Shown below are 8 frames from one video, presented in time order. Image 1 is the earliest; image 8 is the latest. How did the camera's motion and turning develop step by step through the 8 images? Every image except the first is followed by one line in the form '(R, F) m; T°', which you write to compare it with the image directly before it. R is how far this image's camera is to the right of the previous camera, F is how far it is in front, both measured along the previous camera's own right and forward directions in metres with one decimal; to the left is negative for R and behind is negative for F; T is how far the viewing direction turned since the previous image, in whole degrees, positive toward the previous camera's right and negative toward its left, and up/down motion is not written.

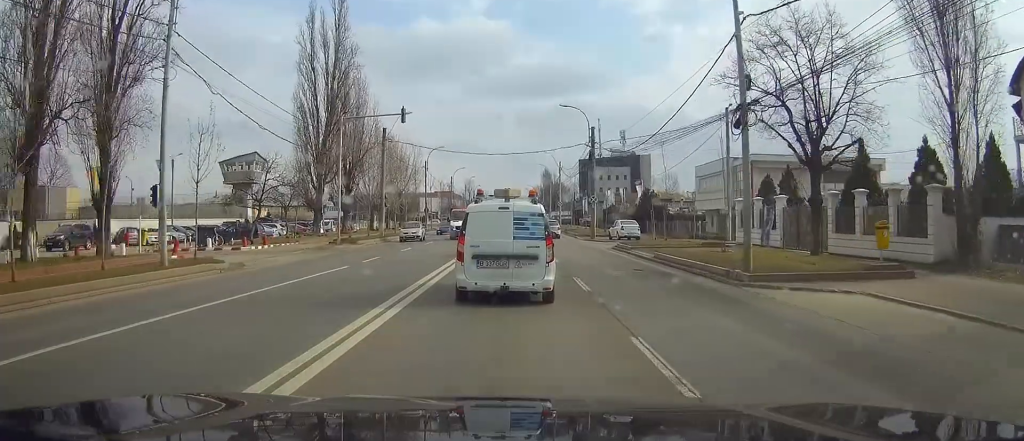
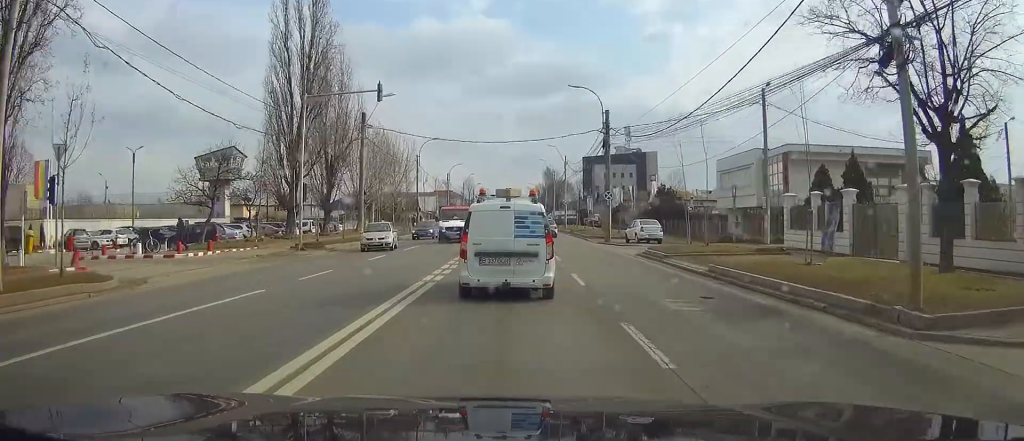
(+0.1, +8.0) m; 0°
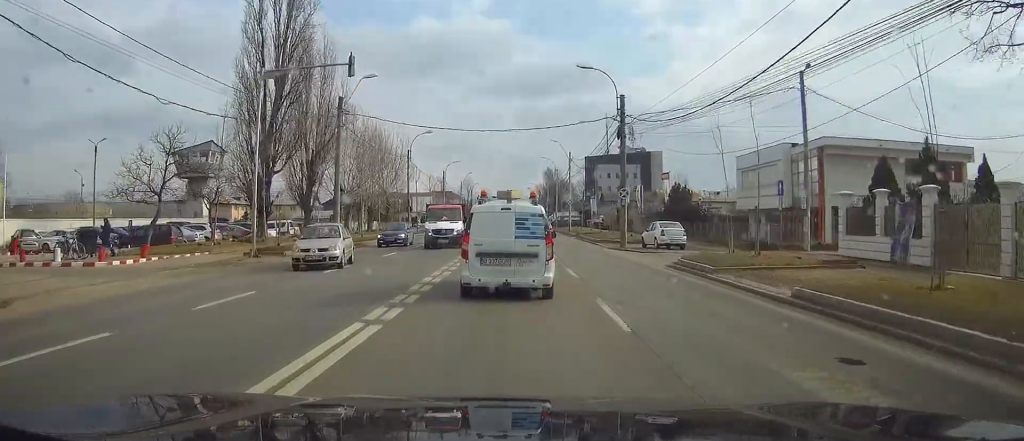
(0.0, +6.5) m; 0°
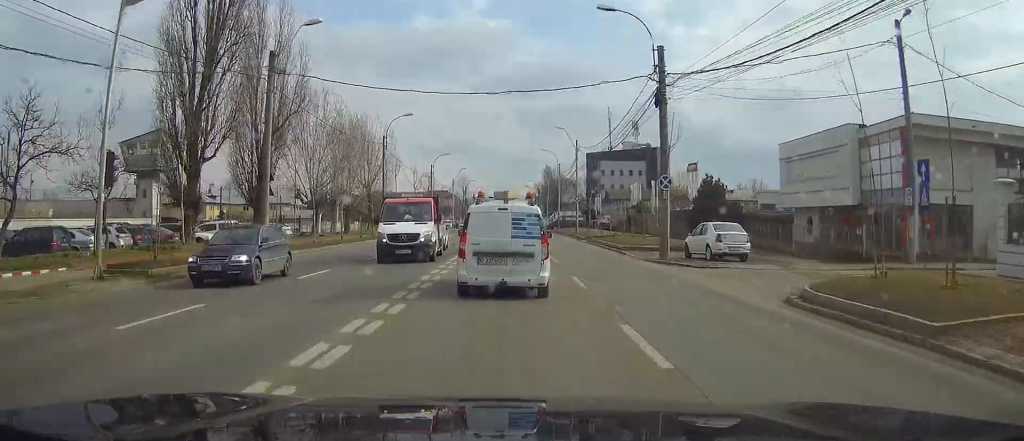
(0.0, +11.6) m; 0°
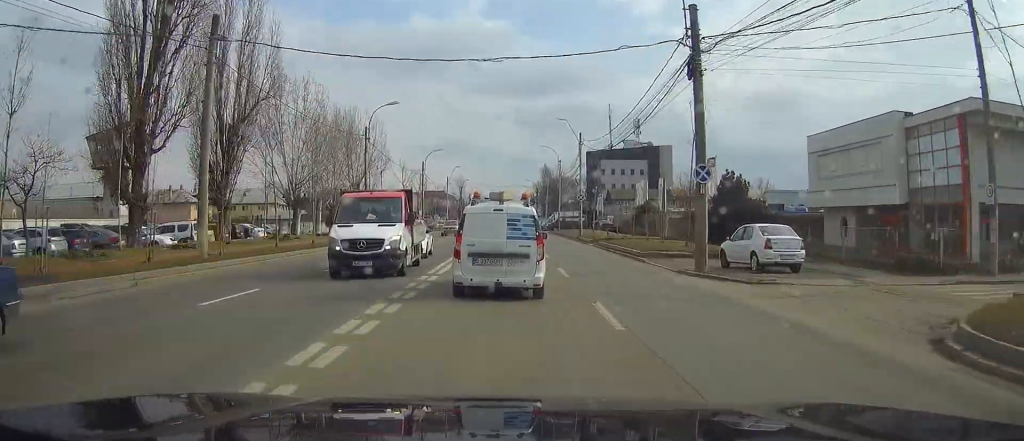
(0.0, +5.9) m; 0°
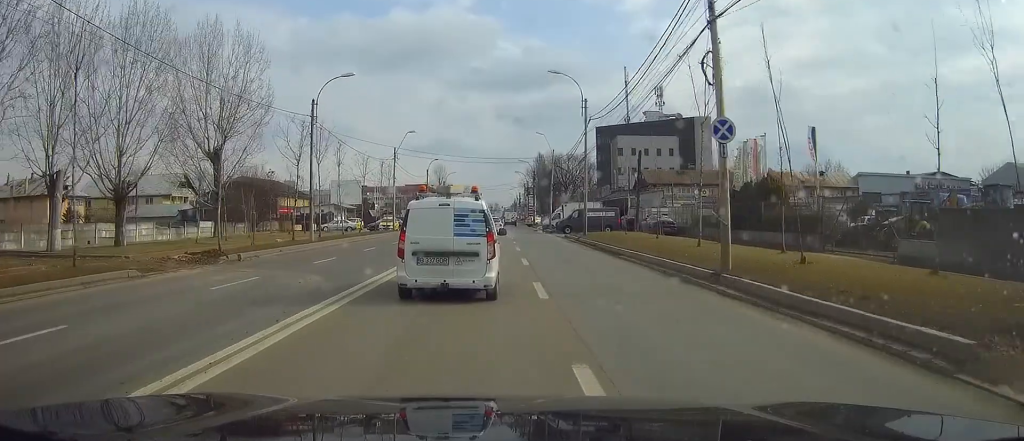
(+0.4, +41.4) m; 0°
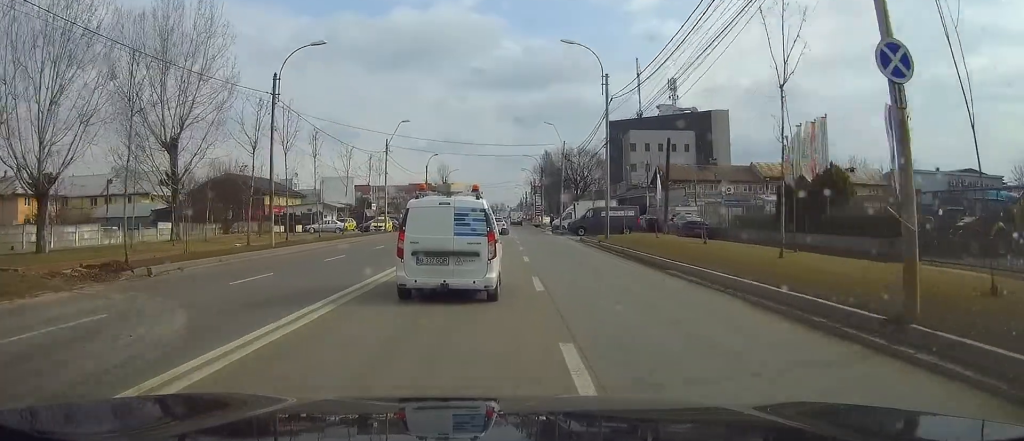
(0.0, +7.4) m; 0°
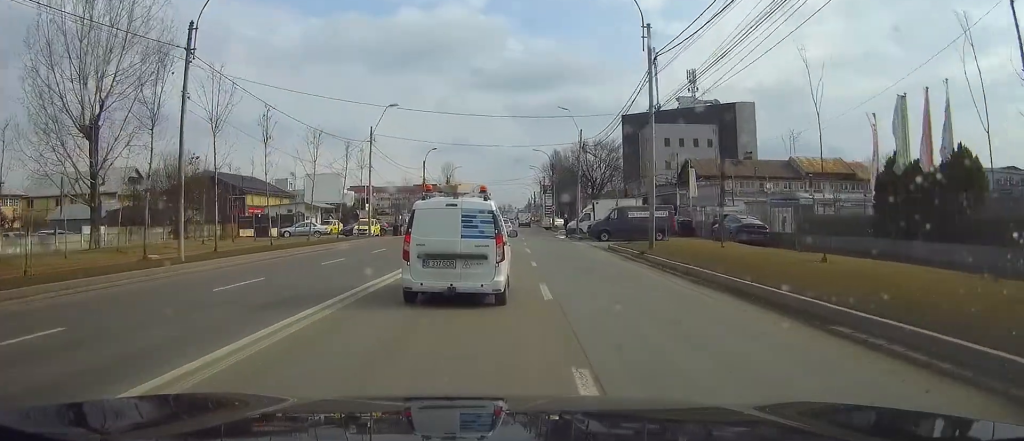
(0.0, +9.6) m; 0°
